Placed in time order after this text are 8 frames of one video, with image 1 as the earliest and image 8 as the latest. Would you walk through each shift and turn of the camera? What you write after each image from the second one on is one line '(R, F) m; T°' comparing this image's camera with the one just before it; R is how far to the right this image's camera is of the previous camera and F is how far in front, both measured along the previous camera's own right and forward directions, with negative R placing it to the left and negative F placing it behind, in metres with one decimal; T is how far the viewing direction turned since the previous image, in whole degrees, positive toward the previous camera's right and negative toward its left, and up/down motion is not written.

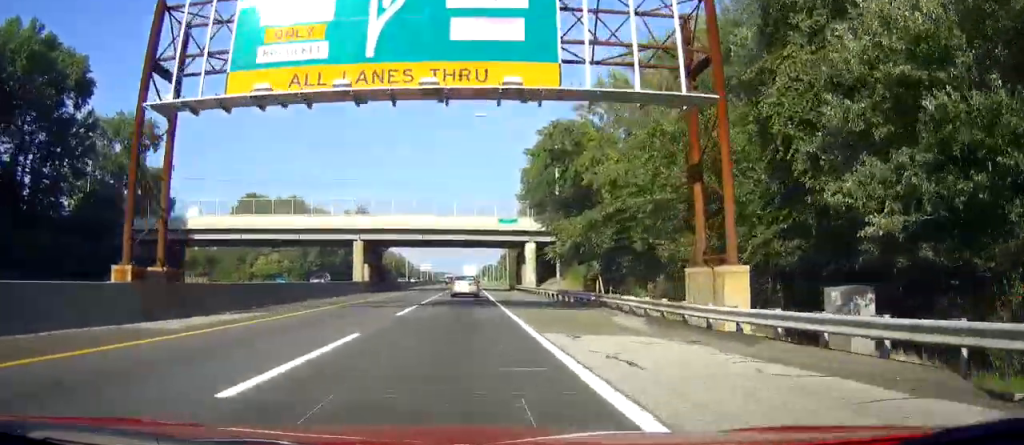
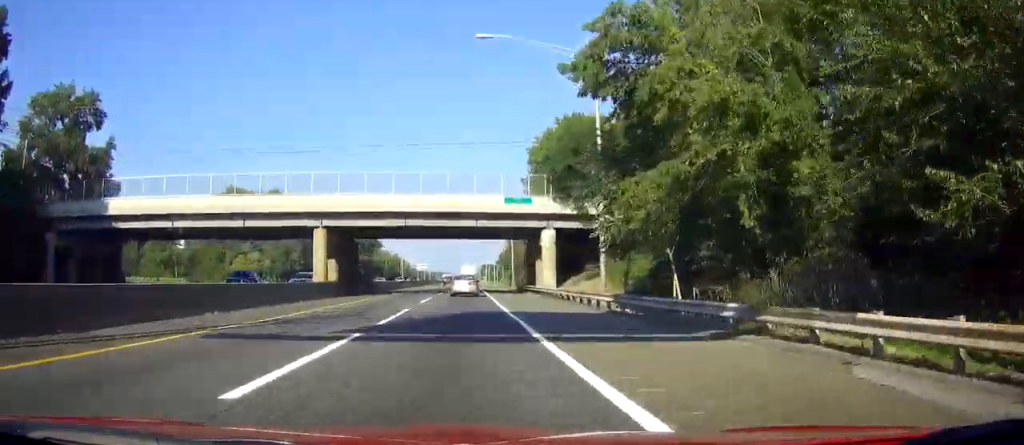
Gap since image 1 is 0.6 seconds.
(-0.1, +15.2) m; 0°
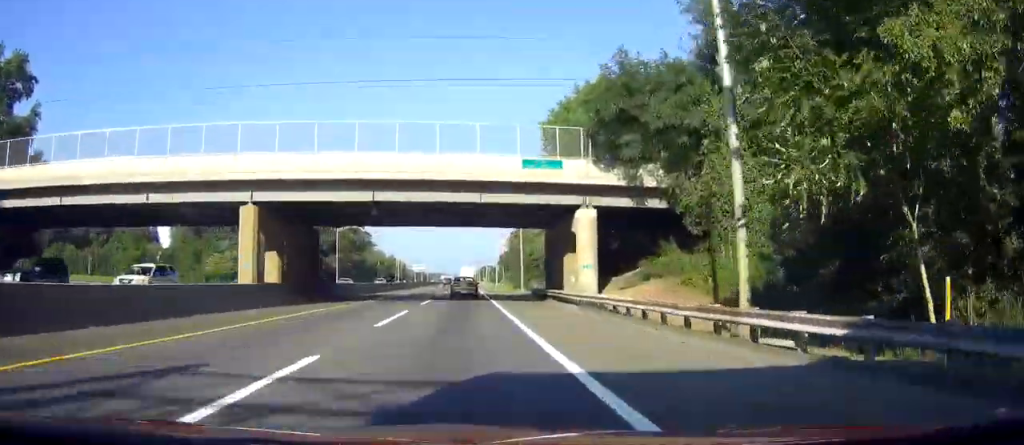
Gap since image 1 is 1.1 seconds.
(+0.1, +15.3) m; 0°
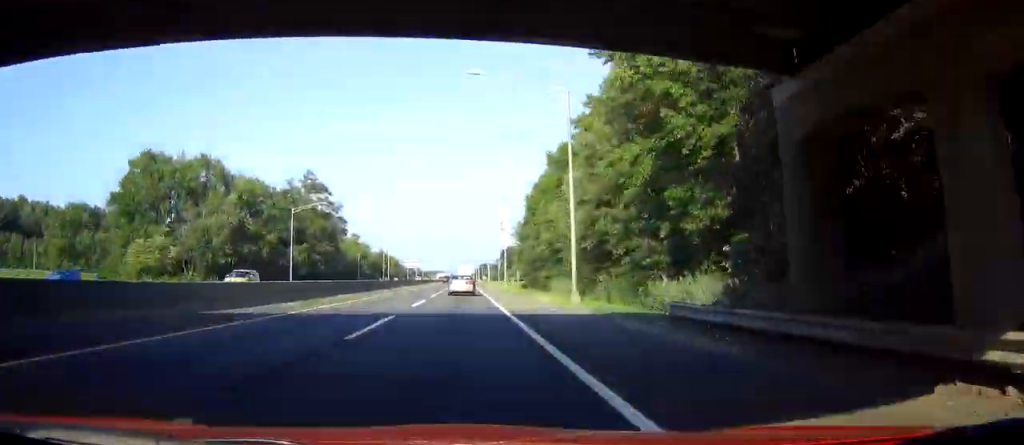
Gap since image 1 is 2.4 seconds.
(+0.1, +35.2) m; 0°
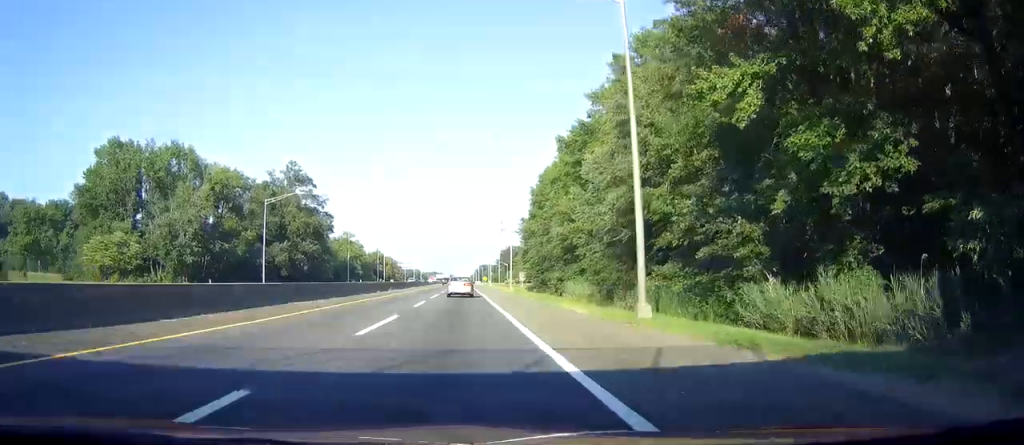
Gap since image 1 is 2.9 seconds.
(0.0, +14.2) m; 0°
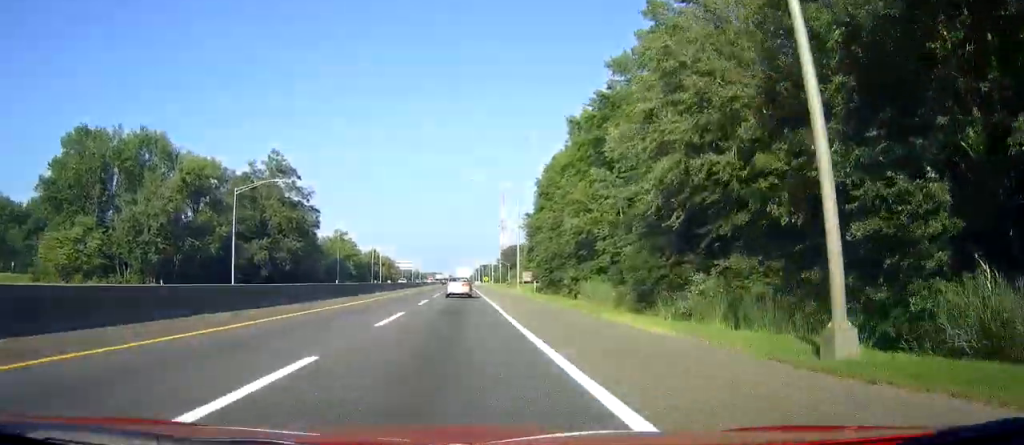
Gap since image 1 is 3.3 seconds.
(0.0, +12.4) m; 0°
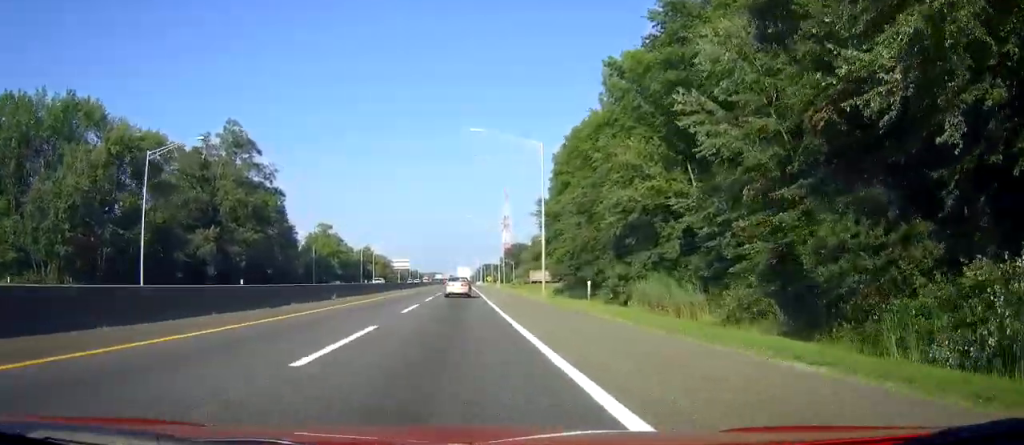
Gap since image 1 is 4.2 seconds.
(0.0, +23.8) m; 0°
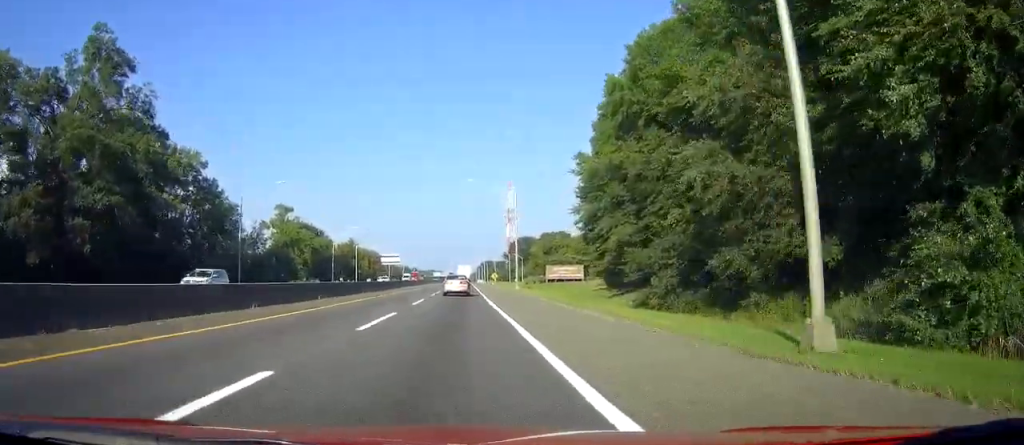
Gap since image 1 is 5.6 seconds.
(+0.2, +39.9) m; 0°
